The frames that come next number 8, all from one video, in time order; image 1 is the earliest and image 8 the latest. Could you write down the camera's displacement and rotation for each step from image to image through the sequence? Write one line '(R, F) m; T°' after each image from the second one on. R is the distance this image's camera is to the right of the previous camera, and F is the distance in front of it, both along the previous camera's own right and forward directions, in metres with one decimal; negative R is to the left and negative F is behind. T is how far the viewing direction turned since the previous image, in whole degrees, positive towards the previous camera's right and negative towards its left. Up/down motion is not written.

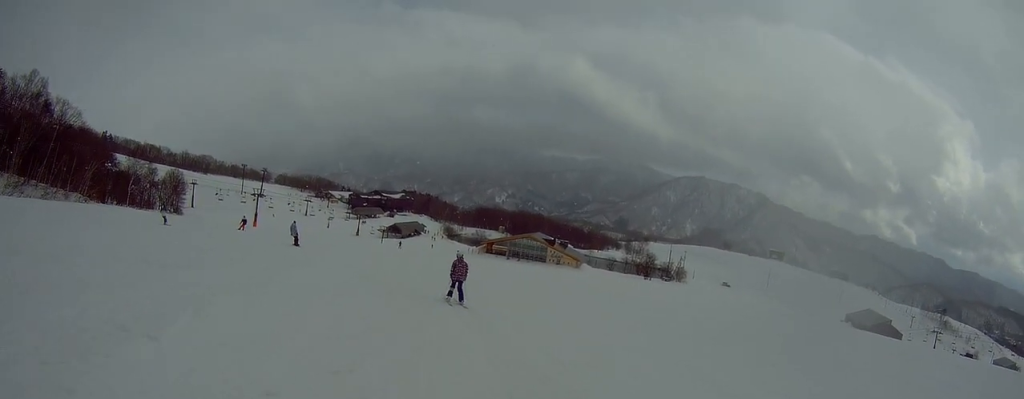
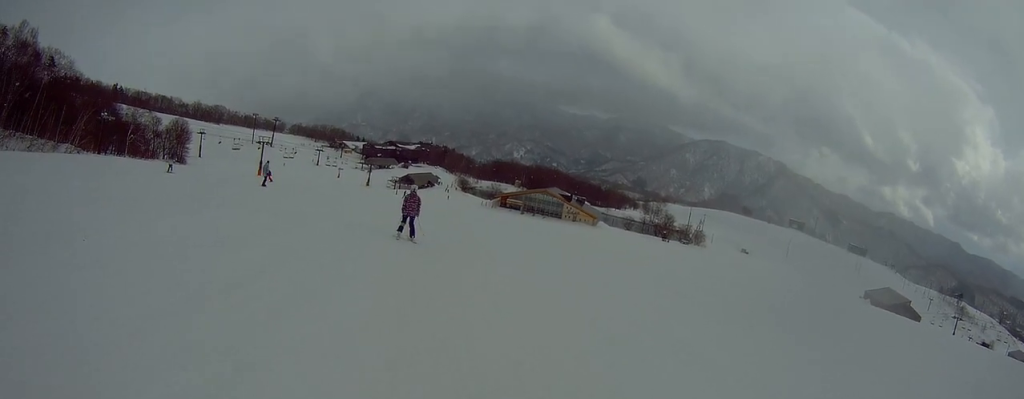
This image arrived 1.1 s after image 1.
(0.0, +5.6) m; -1°
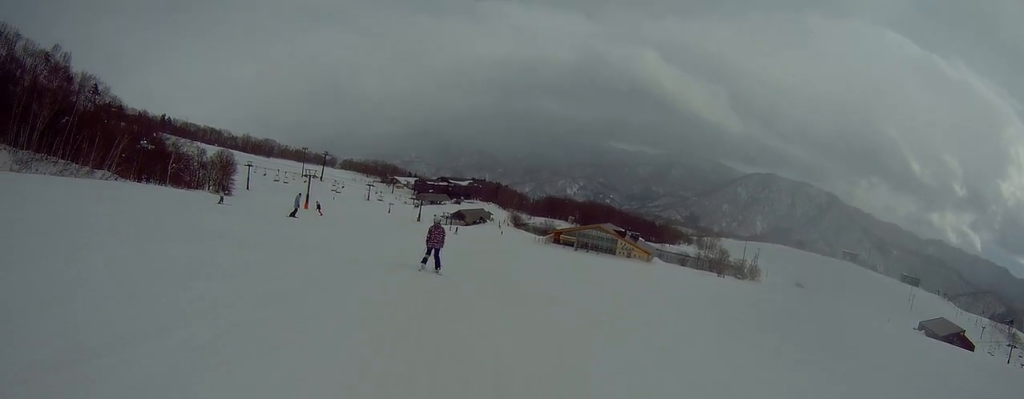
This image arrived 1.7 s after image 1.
(0.0, +3.3) m; -9°
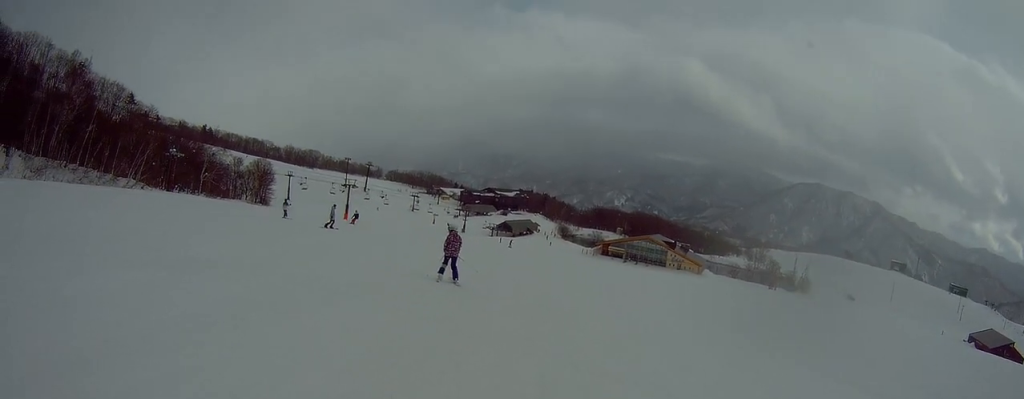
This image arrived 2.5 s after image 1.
(-0.4, +4.3) m; -8°
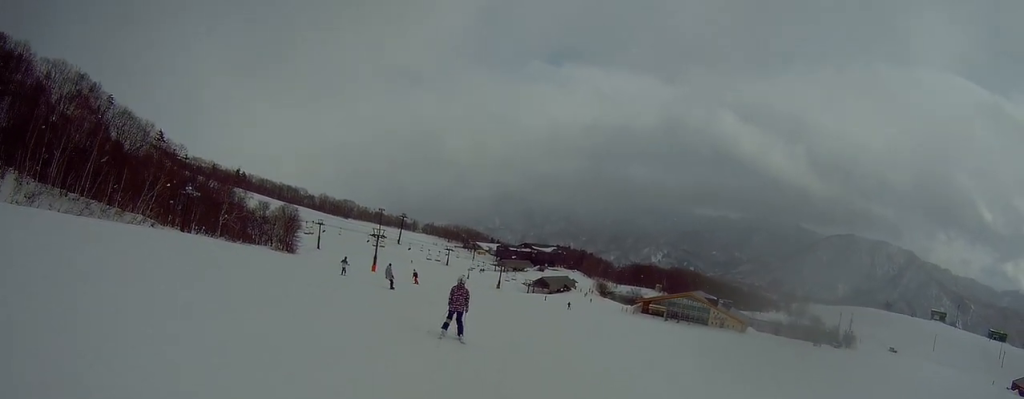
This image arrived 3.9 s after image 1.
(+0.2, +7.7) m; 0°
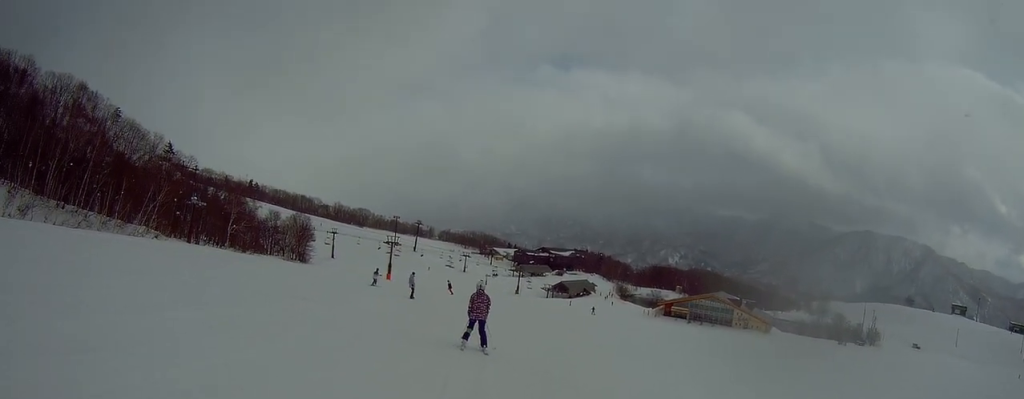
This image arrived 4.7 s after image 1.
(-0.5, +3.7) m; -8°
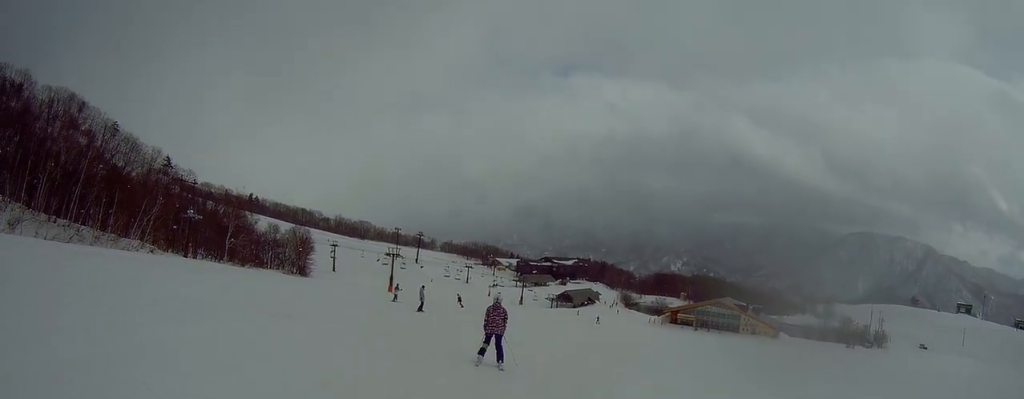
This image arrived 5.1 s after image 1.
(-0.3, +2.3) m; -6°
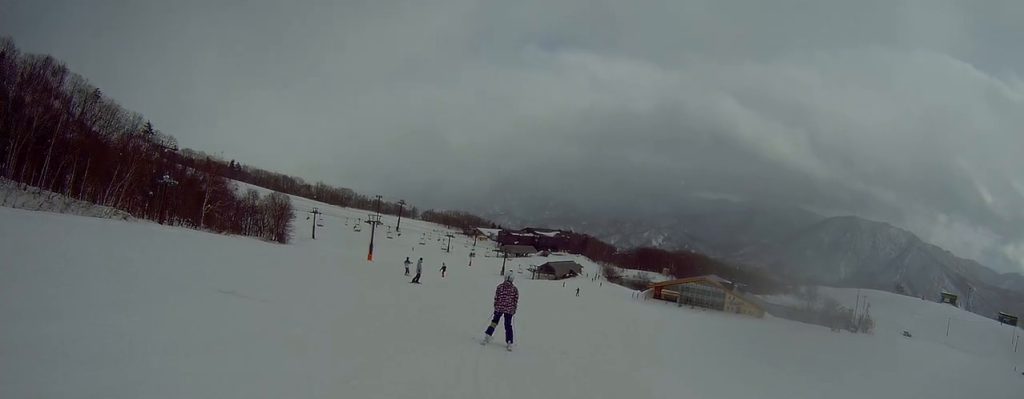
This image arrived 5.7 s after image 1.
(0.0, +3.3) m; +9°
